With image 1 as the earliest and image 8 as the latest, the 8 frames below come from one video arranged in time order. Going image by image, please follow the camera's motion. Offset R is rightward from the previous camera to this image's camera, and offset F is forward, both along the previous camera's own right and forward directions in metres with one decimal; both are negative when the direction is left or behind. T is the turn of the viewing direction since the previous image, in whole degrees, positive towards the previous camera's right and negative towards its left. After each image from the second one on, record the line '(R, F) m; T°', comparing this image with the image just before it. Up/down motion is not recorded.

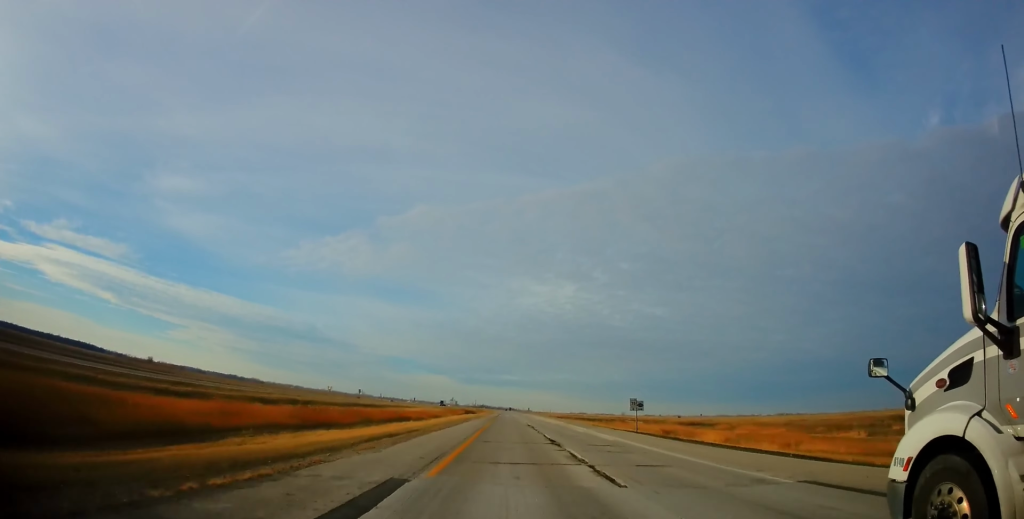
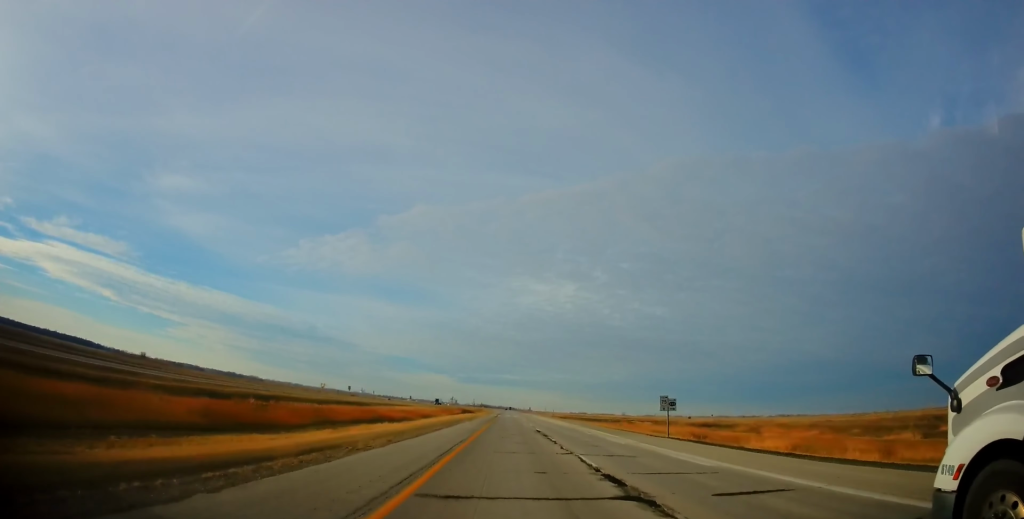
(-0.1, +14.8) m; 0°
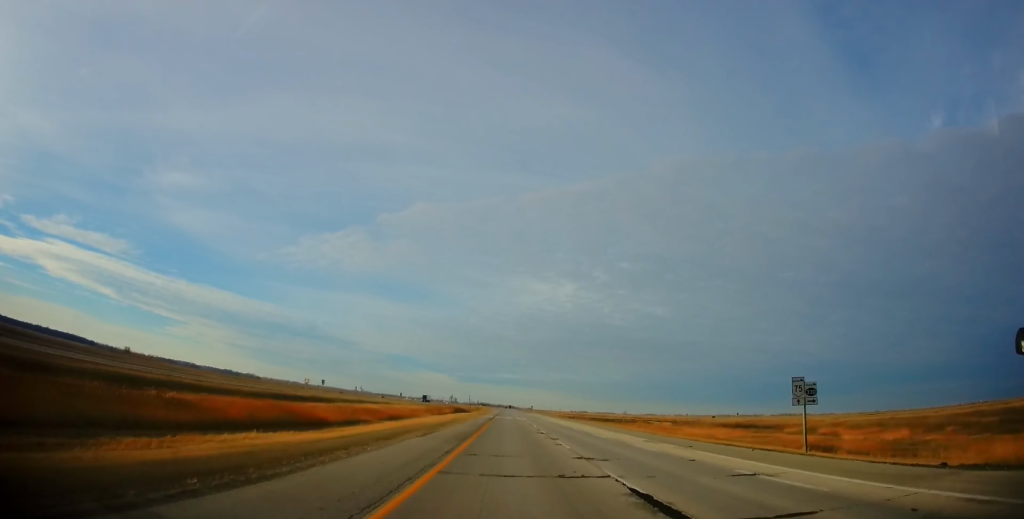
(-0.2, +29.8) m; 0°
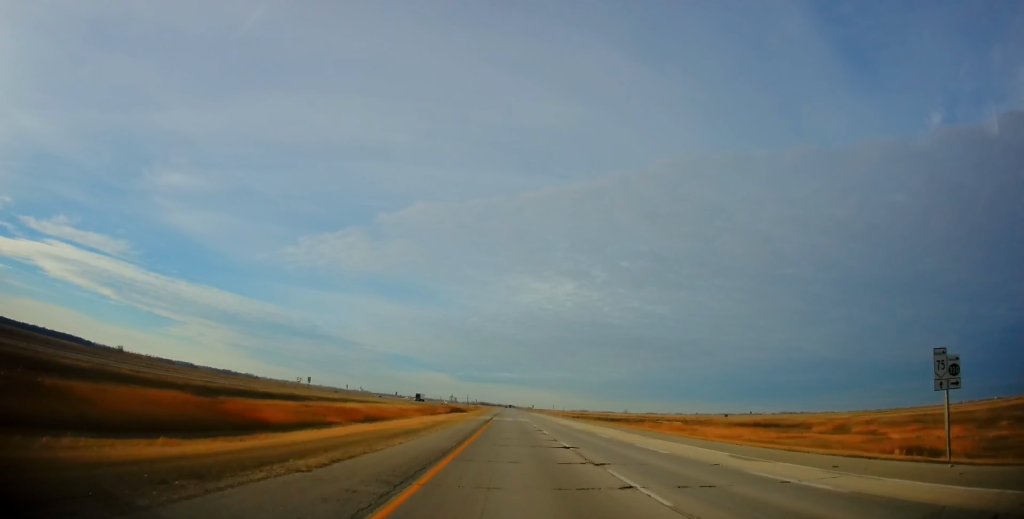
(0.0, +12.8) m; 0°
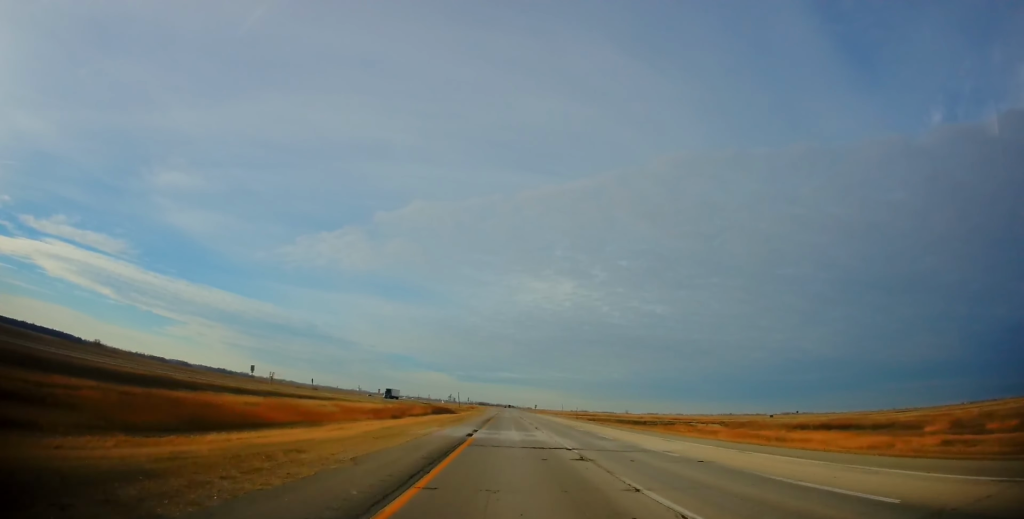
(+0.3, +37.0) m; +1°
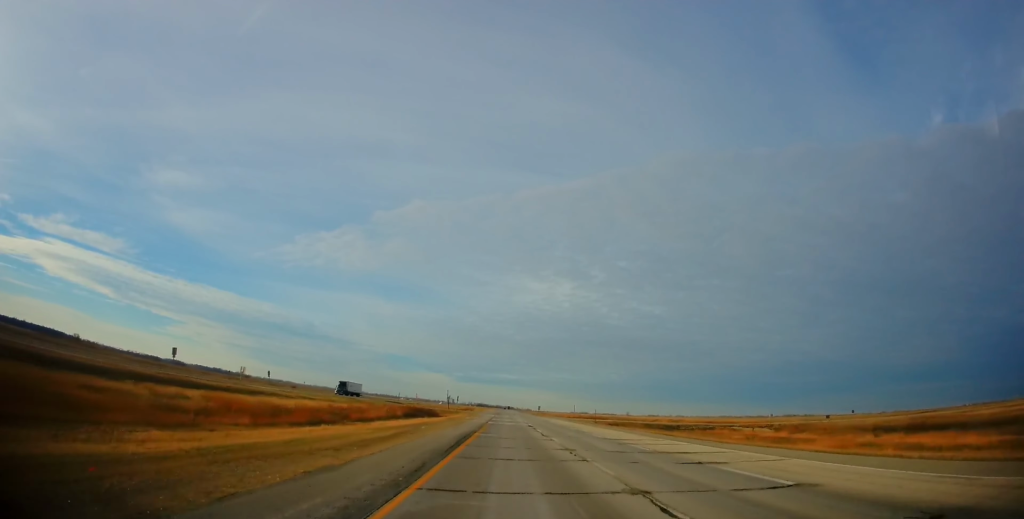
(+0.3, +32.2) m; 0°
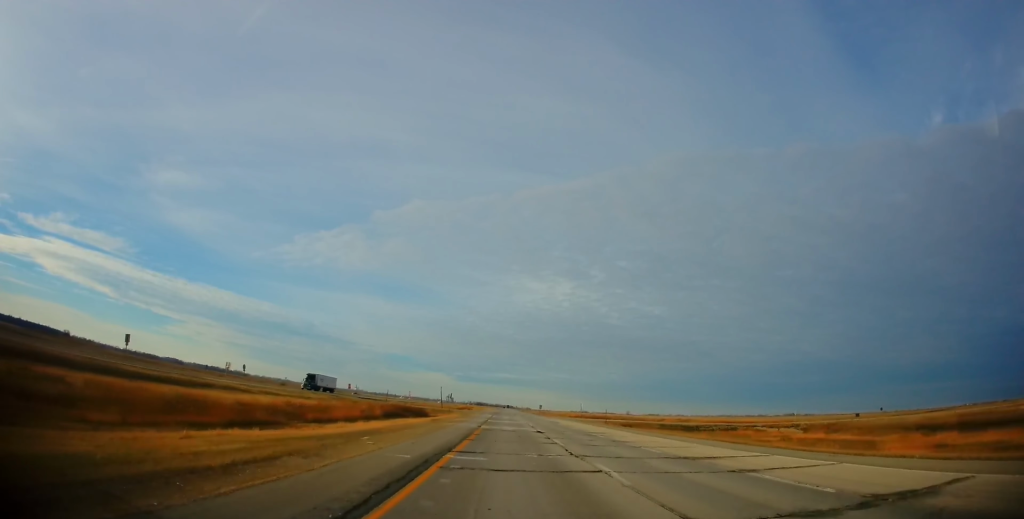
(+0.1, +13.7) m; 0°
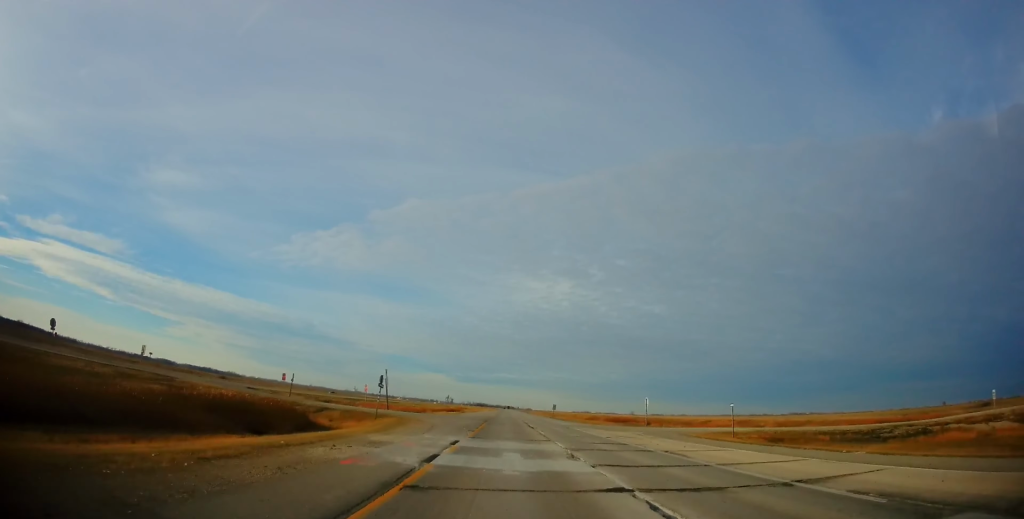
(-0.7, +61.8) m; 0°
